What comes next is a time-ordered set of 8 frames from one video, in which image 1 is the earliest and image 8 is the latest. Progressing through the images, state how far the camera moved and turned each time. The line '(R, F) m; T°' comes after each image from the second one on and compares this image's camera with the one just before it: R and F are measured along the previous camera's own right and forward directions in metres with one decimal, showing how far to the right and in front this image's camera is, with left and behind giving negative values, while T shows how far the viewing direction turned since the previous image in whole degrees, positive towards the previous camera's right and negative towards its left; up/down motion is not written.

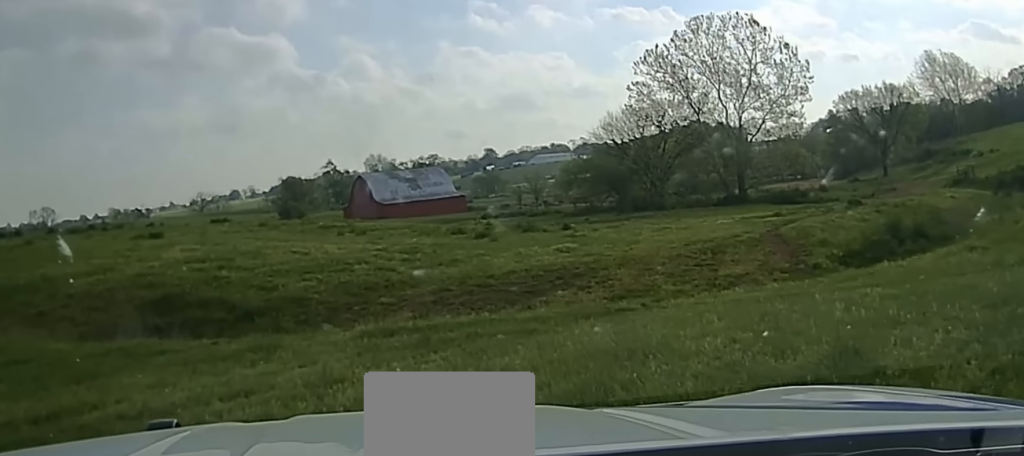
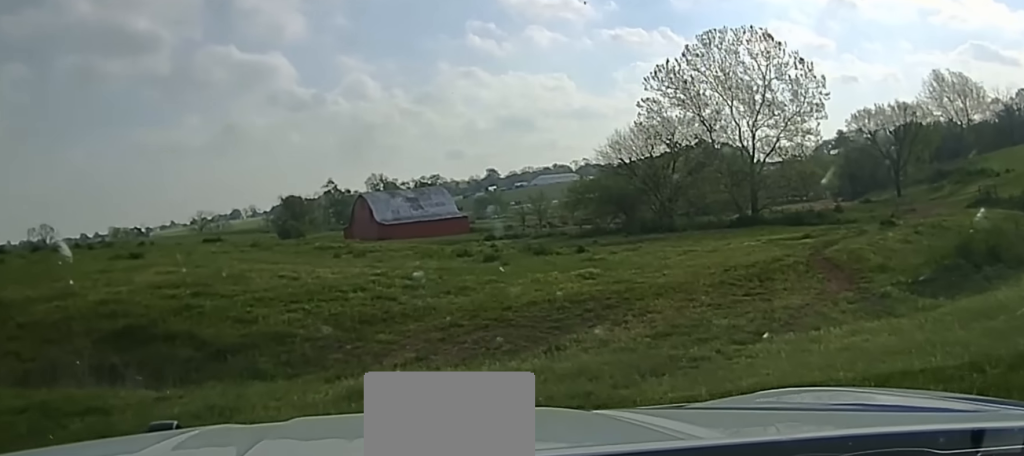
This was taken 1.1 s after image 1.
(-0.4, +3.4) m; -2°
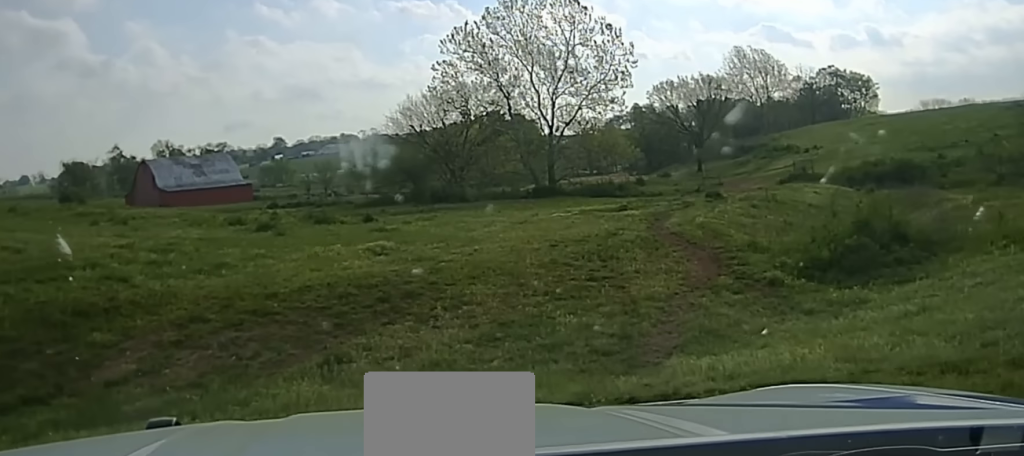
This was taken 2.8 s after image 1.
(+0.5, +5.6) m; +18°
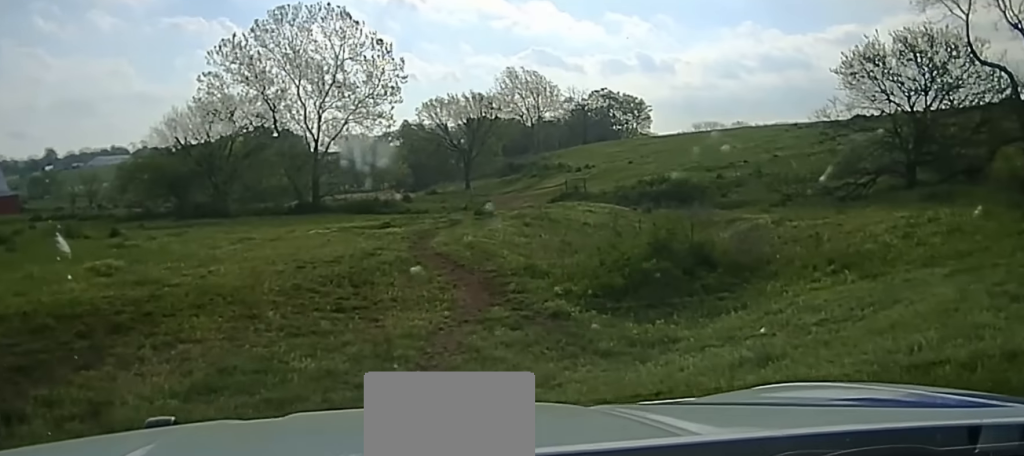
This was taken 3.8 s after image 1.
(+0.6, +2.8) m; +14°
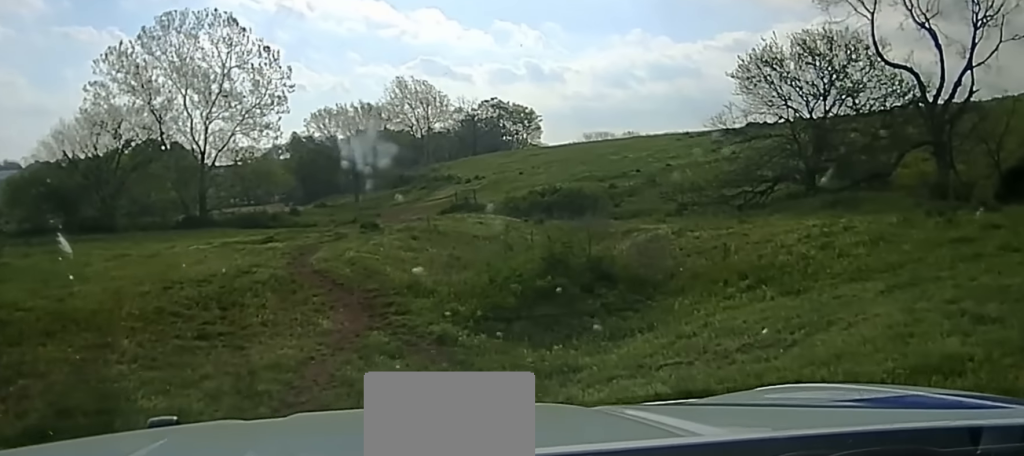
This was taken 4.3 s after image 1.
(+0.1, +1.4) m; +7°
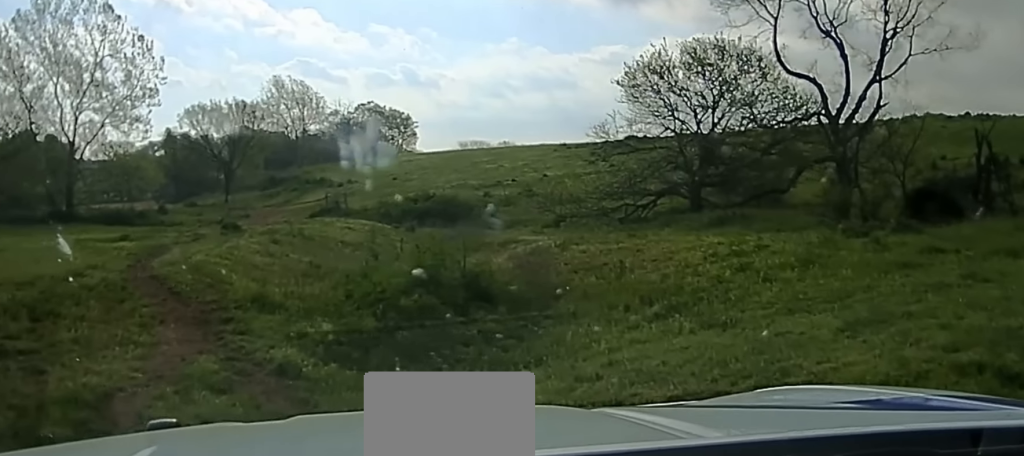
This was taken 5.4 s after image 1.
(+0.2, +2.7) m; +14°
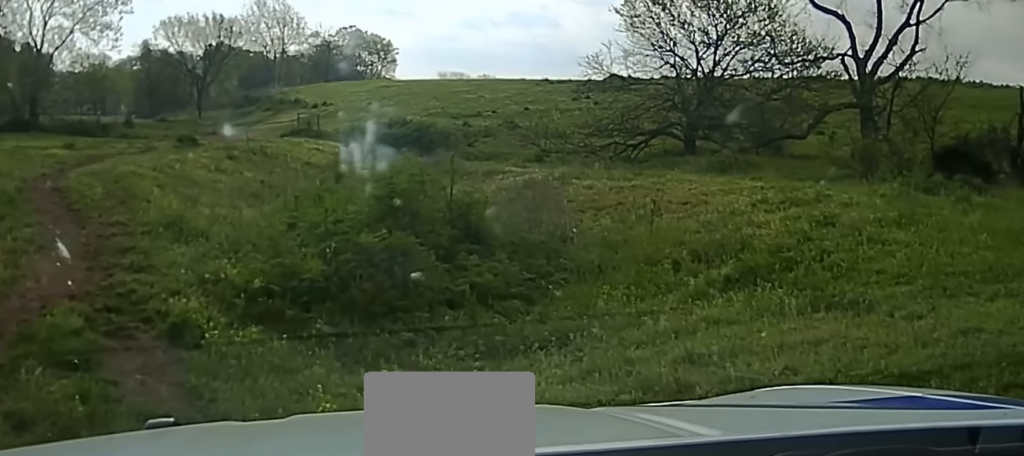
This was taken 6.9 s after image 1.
(+0.6, +3.8) m; +7°
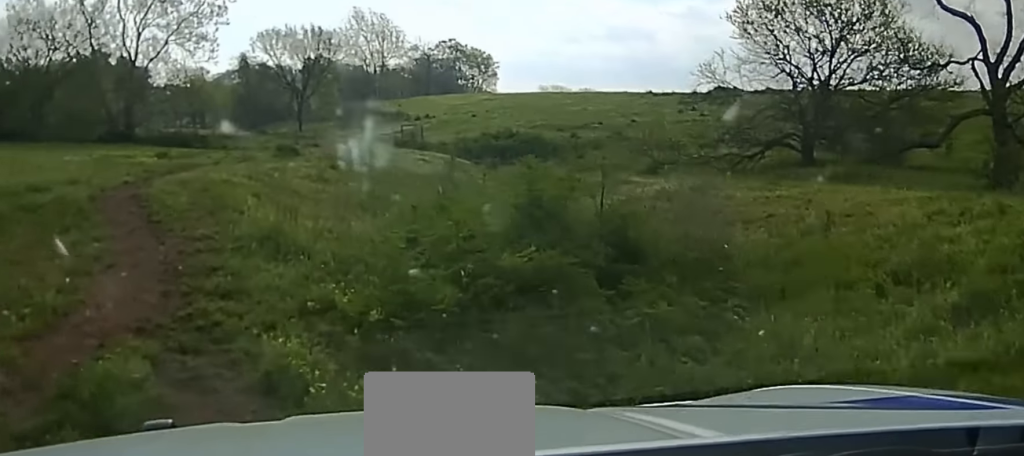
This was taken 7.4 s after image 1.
(0.0, +1.3) m; -9°
